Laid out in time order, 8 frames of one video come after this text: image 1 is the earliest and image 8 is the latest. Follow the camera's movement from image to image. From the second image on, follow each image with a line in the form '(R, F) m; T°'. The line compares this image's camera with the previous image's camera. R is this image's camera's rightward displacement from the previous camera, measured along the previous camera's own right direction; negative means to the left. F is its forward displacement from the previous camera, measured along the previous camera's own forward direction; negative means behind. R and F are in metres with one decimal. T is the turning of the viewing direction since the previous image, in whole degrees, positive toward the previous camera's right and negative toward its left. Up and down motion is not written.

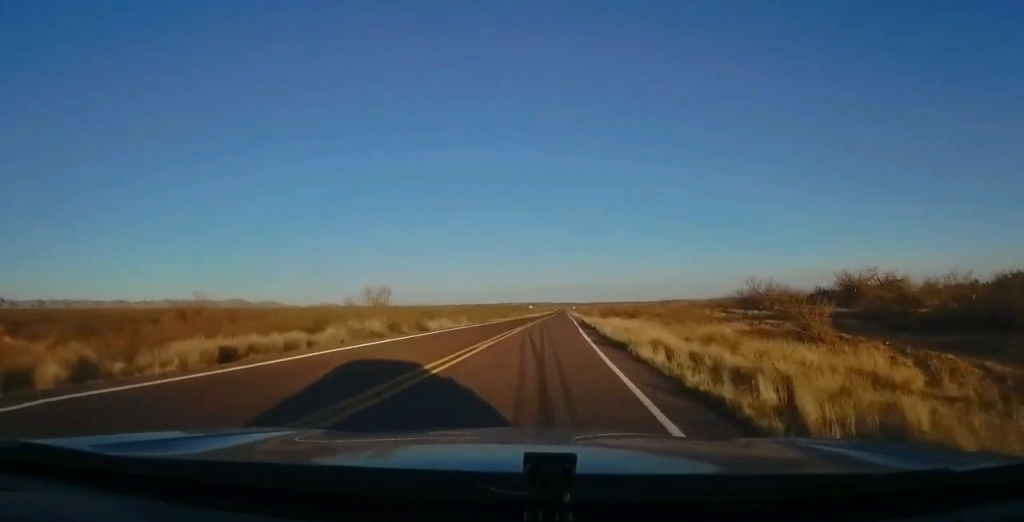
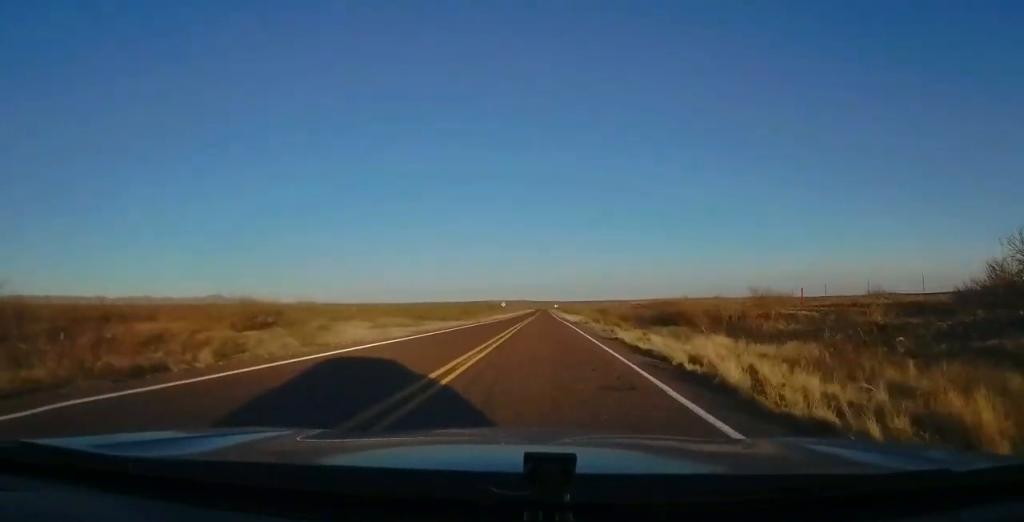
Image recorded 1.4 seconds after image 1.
(+1.6, +41.6) m; +3°
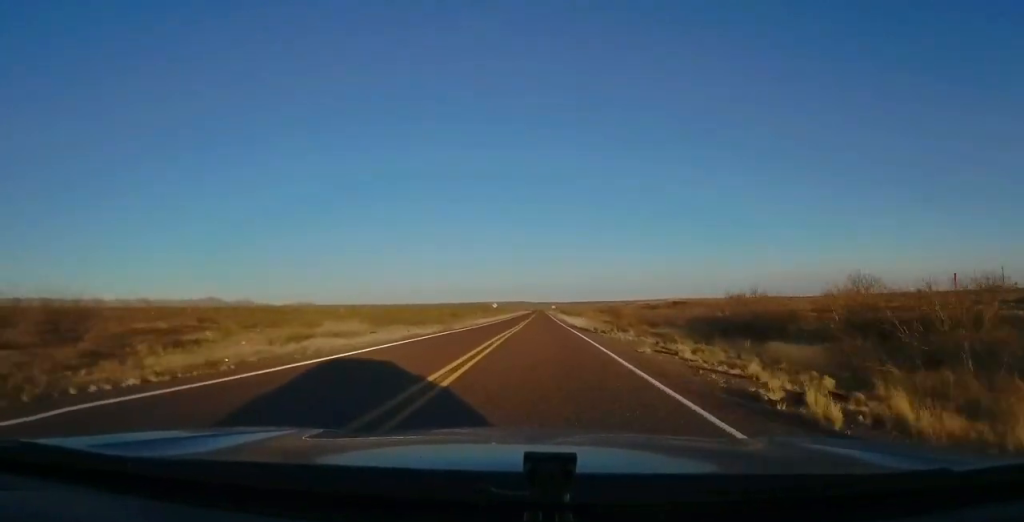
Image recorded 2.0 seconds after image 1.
(-0.1, +15.5) m; +1°
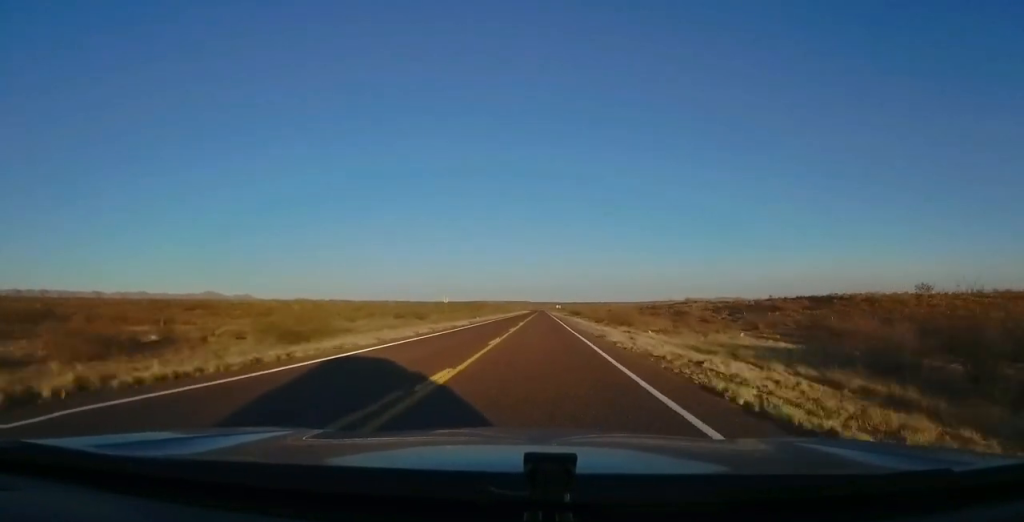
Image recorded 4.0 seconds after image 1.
(-0.1, +59.3) m; -1°
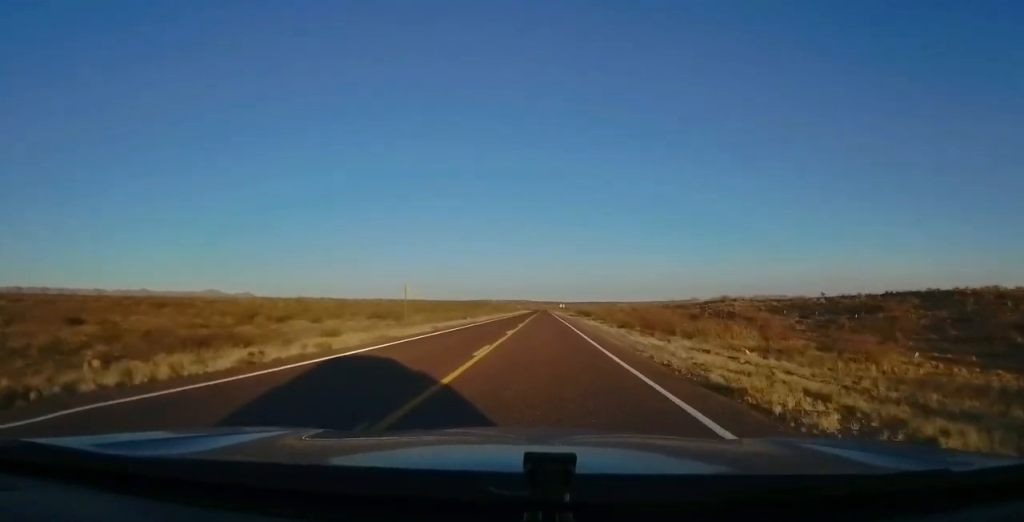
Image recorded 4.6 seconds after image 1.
(0.0, +17.5) m; +1°
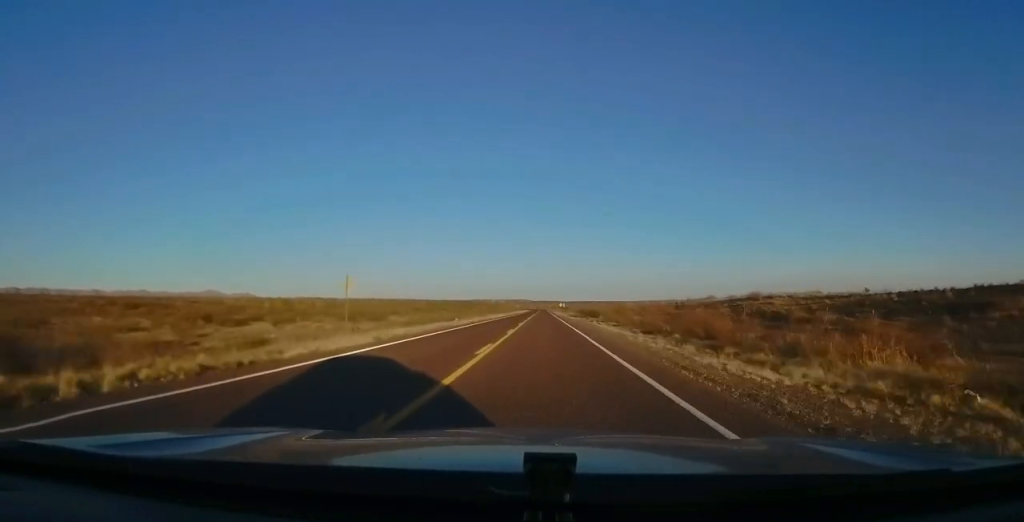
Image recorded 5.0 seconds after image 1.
(-0.1, +11.7) m; 0°
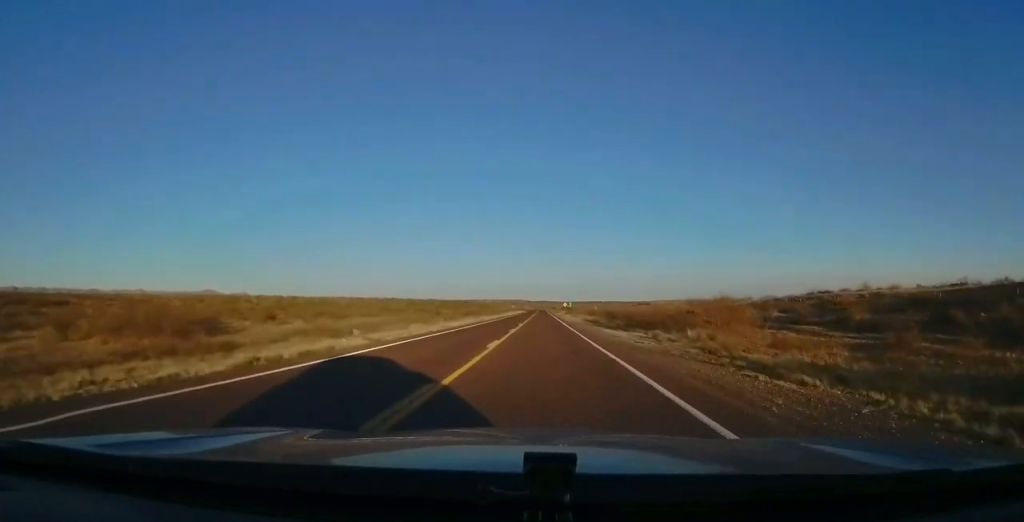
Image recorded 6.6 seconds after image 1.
(+0.4, +45.6) m; 0°
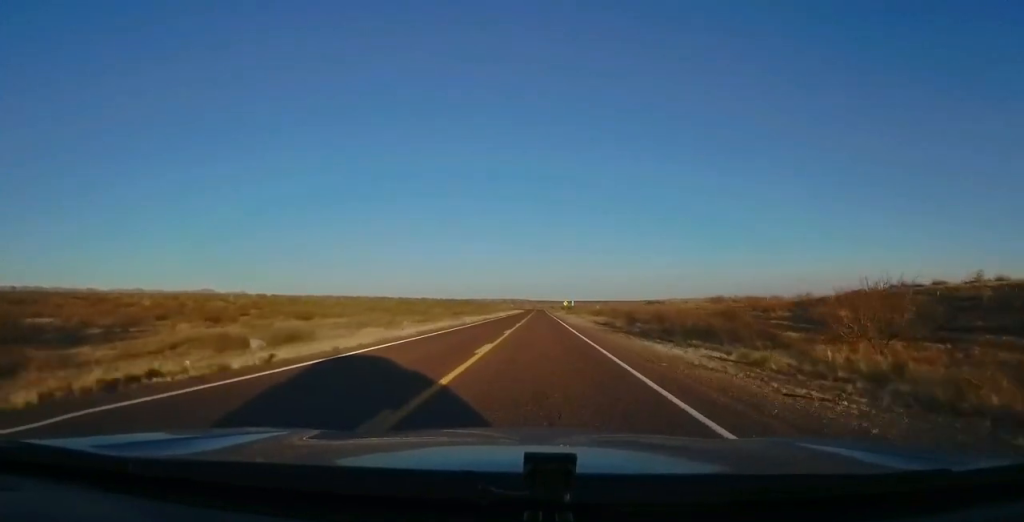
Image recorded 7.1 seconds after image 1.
(-0.1, +14.6) m; 0°
